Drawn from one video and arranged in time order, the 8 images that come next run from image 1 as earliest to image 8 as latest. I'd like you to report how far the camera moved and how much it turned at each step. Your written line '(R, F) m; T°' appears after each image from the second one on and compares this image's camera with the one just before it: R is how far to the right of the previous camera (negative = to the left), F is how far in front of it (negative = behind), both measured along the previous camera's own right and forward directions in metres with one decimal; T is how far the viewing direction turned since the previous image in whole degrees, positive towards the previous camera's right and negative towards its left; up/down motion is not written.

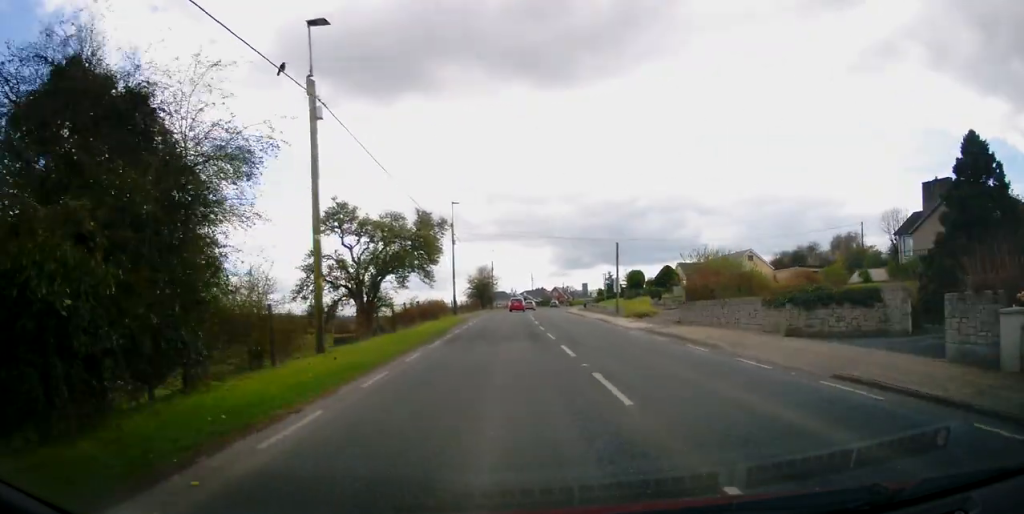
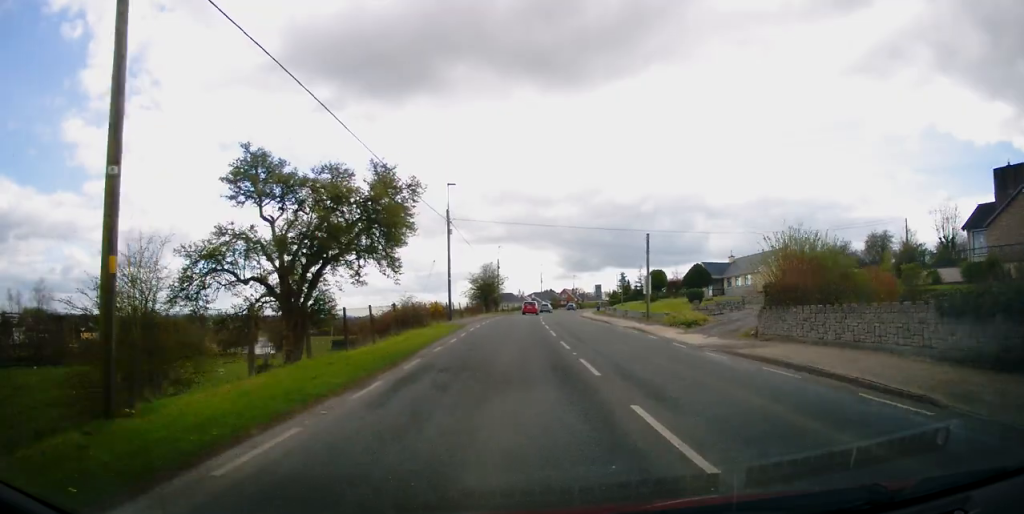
(+0.1, +8.8) m; 0°
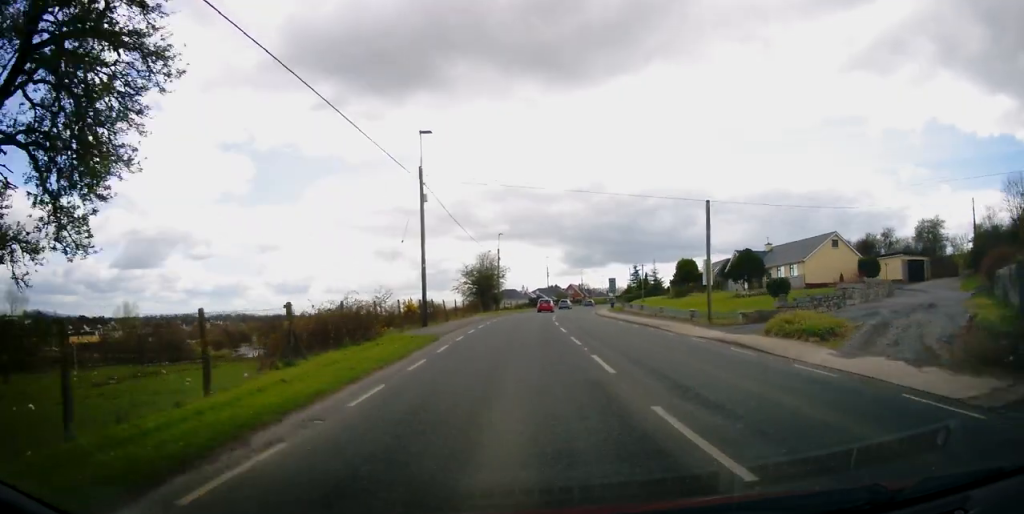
(0.0, +12.6) m; -1°
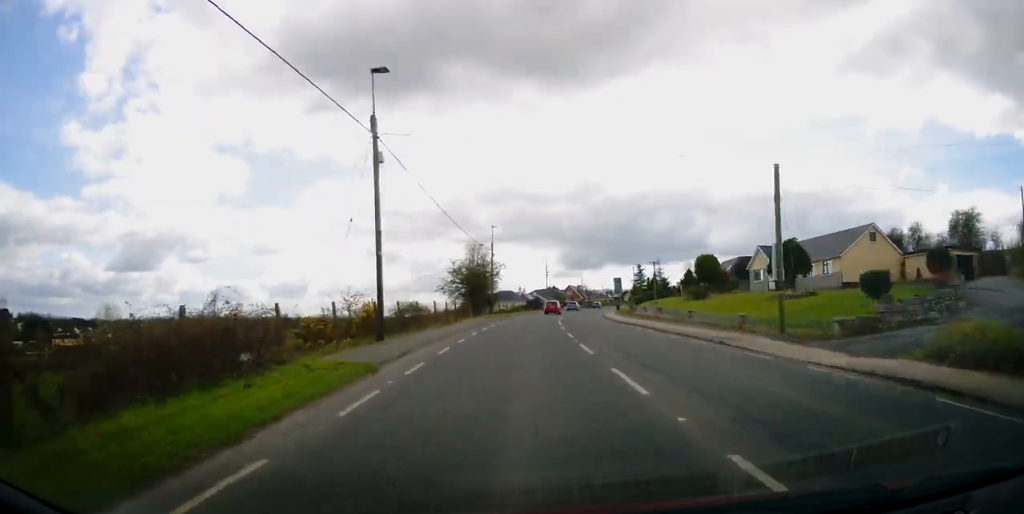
(-0.2, +8.5) m; 0°
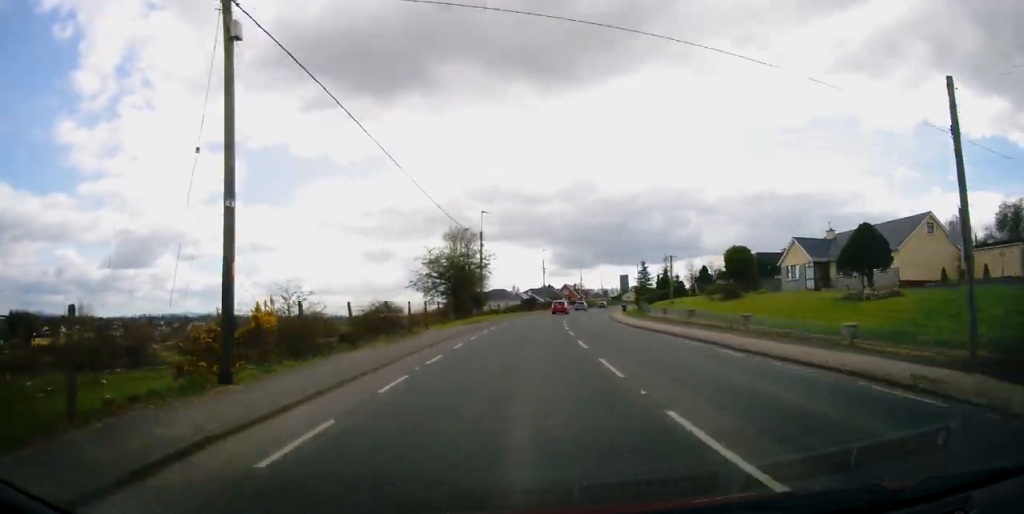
(-0.1, +10.1) m; 0°
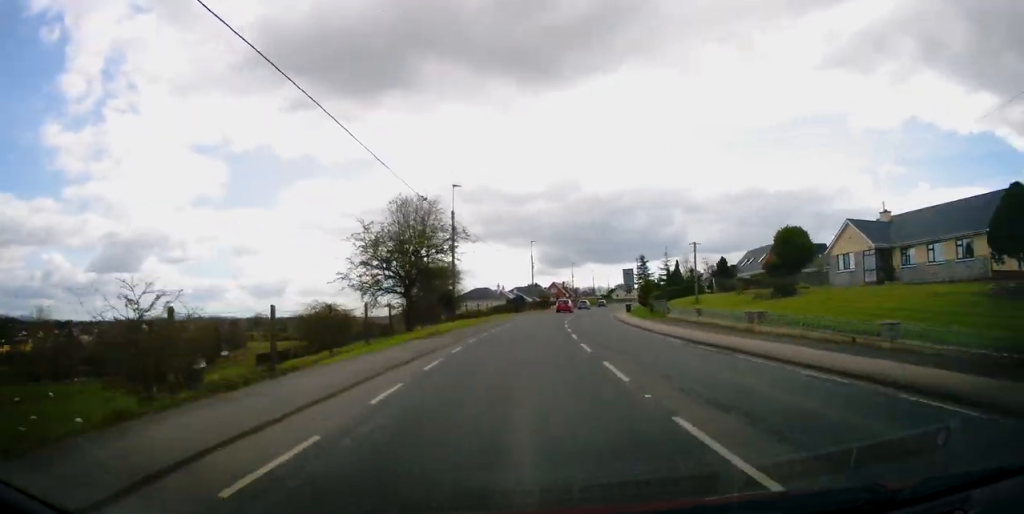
(+0.1, +12.4) m; +1°
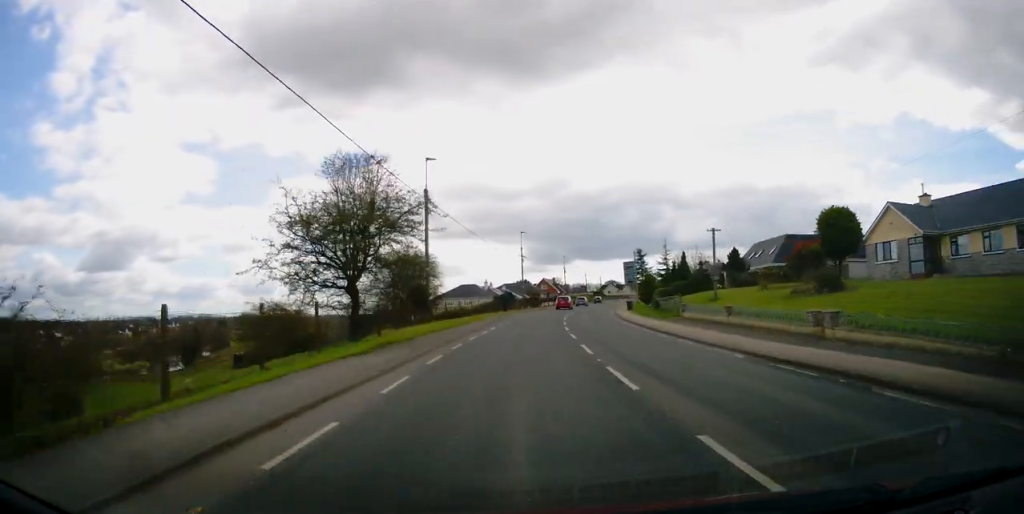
(+0.1, +7.2) m; +1°
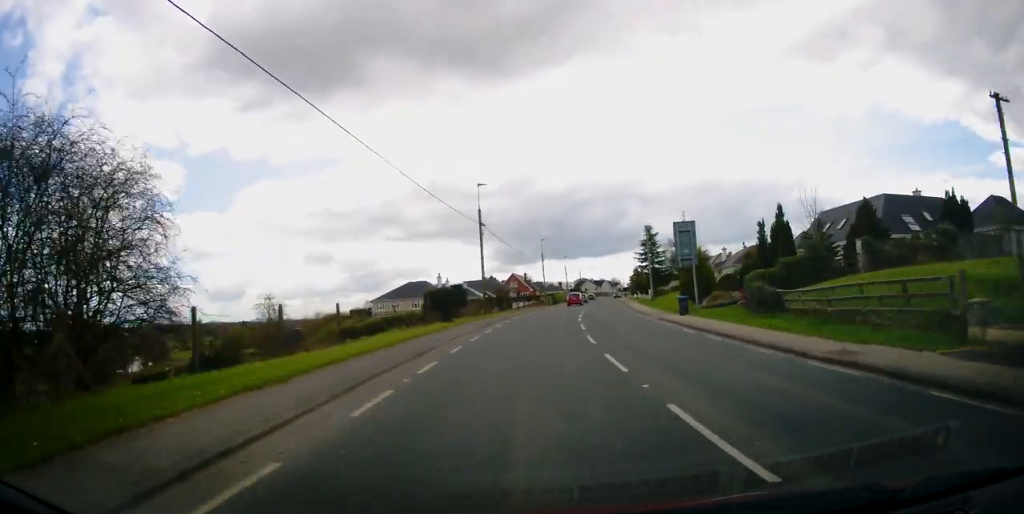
(+0.7, +29.3) m; +3°
